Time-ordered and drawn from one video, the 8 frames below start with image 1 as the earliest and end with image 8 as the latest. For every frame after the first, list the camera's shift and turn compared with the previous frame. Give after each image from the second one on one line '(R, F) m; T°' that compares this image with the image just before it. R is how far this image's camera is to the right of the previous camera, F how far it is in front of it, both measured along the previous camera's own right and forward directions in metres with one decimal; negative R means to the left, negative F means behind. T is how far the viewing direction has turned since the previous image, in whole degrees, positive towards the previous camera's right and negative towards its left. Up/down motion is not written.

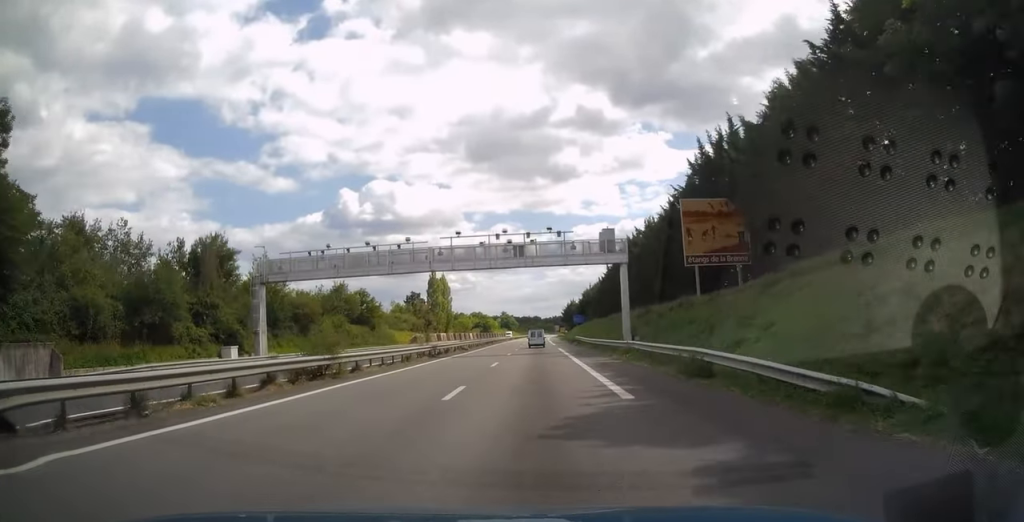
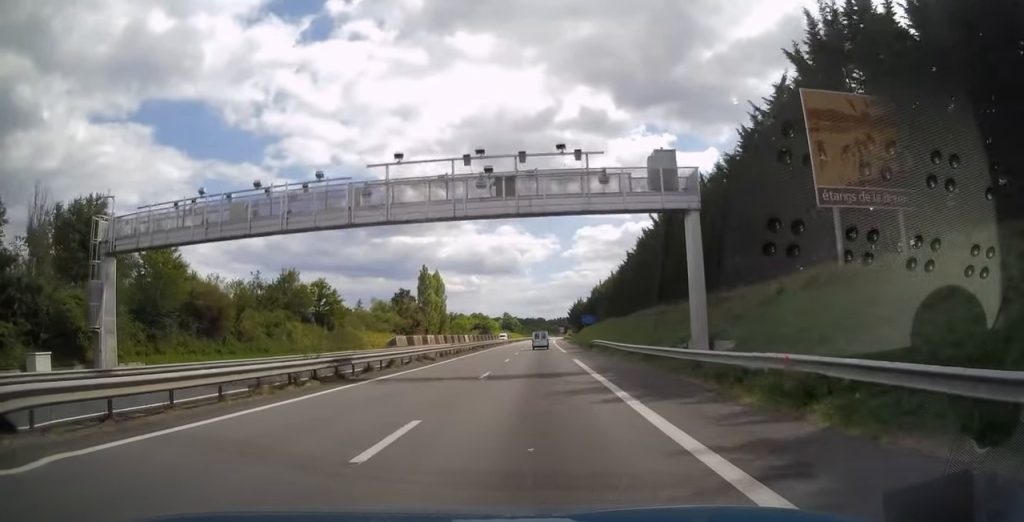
(-0.1, +18.8) m; 0°
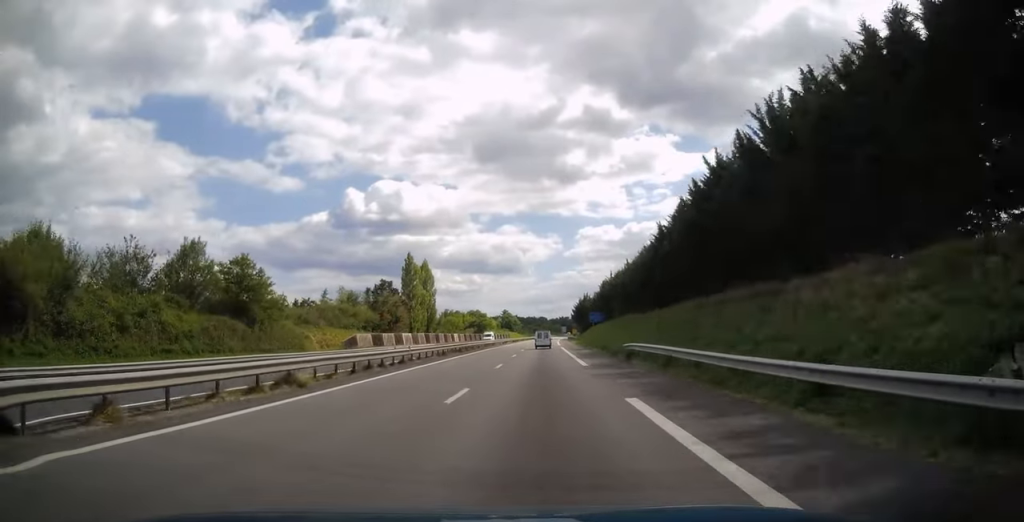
(-0.1, +20.2) m; 0°
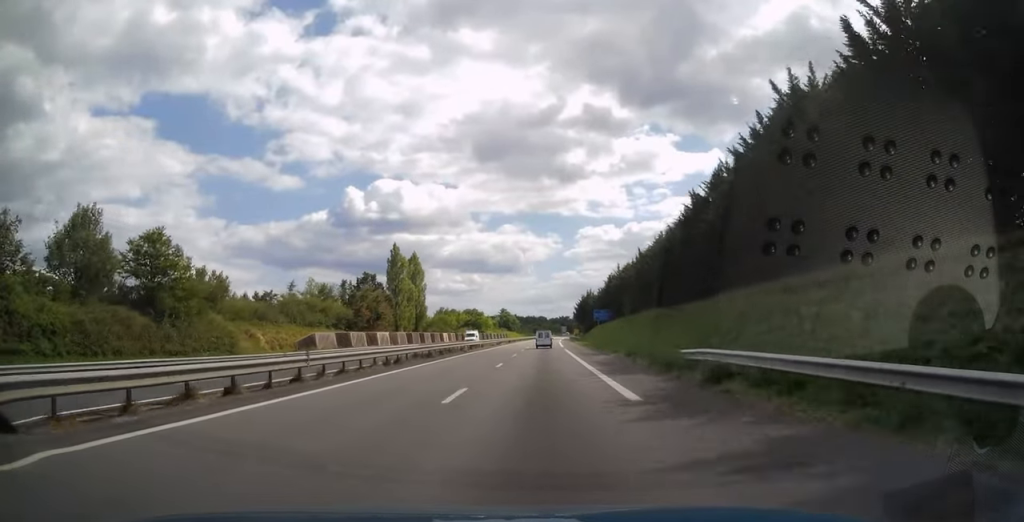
(+0.1, +13.3) m; 0°
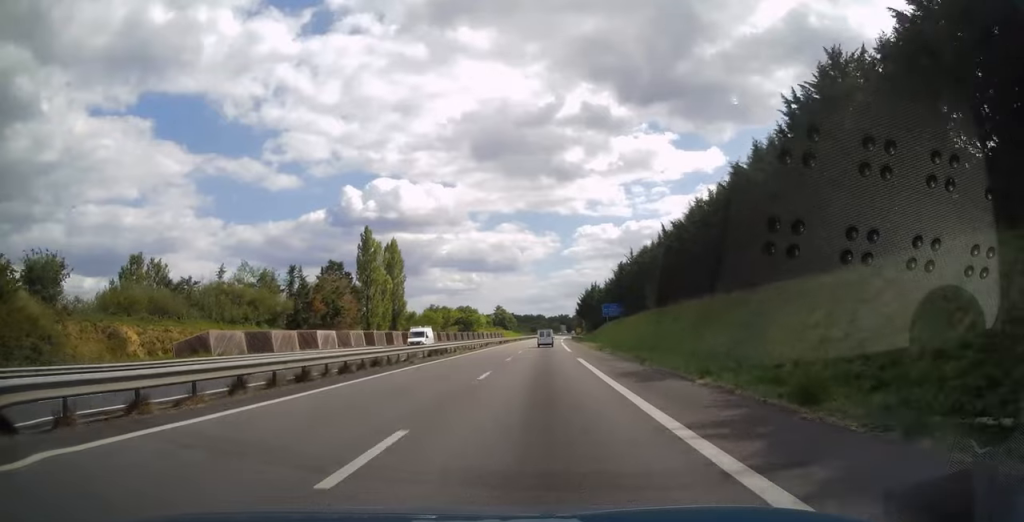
(+0.1, +19.7) m; 0°
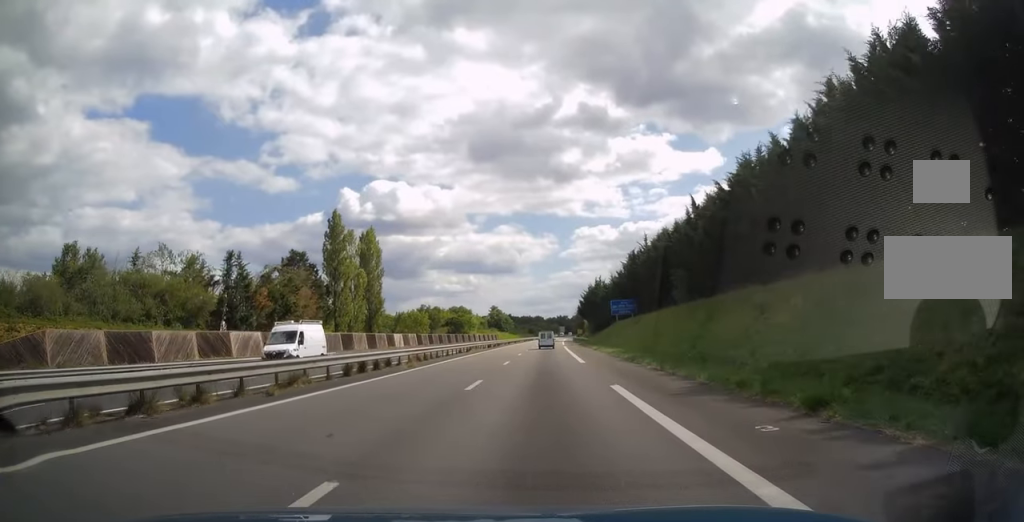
(0.0, +15.9) m; 0°
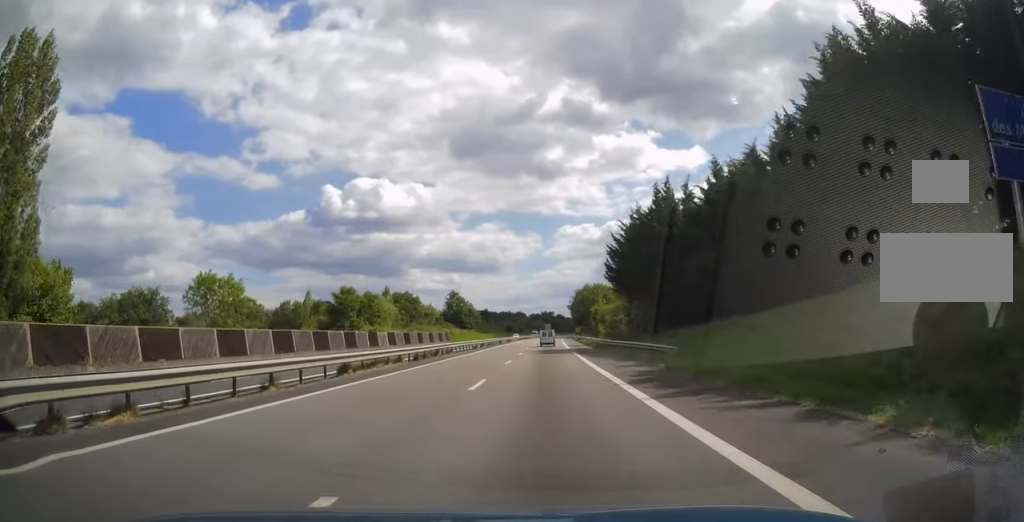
(+1.2, +78.5) m; +2°
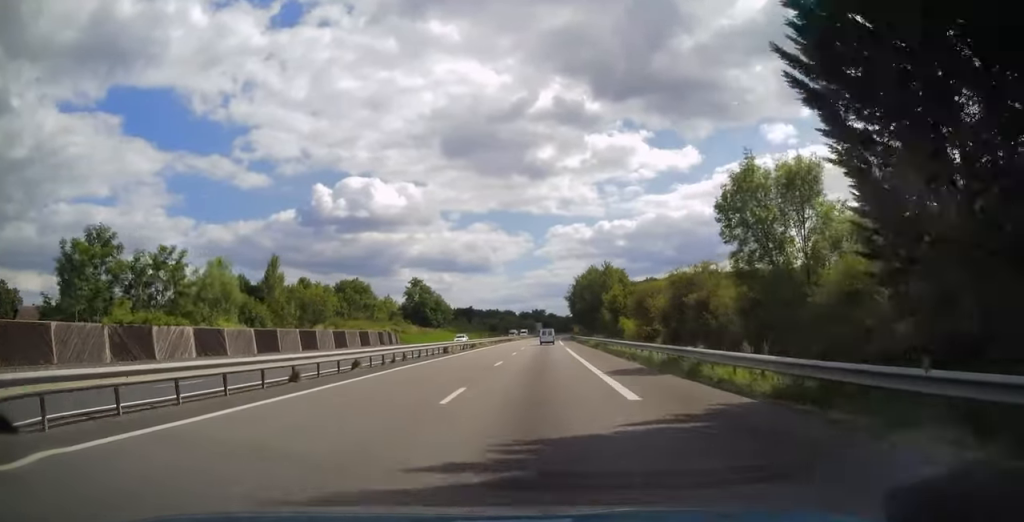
(+0.2, +41.8) m; +1°
